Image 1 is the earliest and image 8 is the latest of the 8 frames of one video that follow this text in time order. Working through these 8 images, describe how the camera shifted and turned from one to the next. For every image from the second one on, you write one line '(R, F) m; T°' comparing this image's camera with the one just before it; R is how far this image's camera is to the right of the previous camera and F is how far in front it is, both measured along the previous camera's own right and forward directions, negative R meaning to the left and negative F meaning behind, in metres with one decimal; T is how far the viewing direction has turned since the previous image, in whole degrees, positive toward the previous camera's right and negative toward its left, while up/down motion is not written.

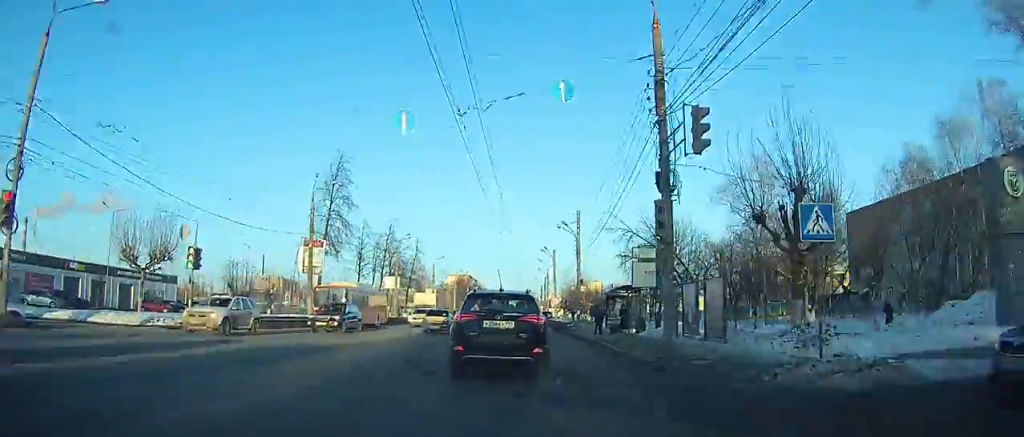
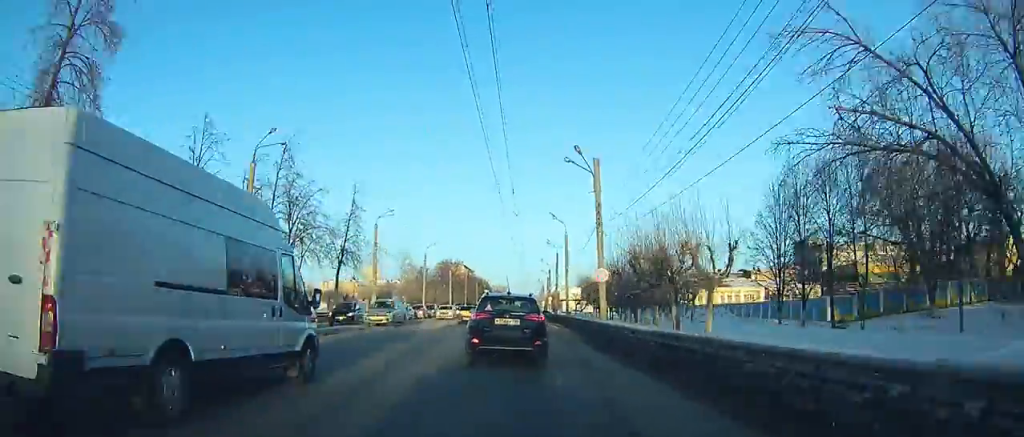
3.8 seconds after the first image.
(+3.7, +41.7) m; +3°
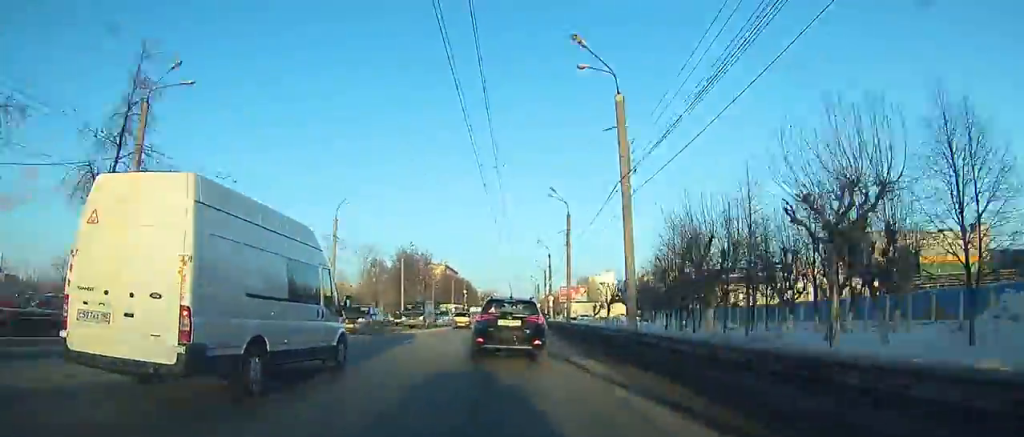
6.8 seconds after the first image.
(-1.7, +36.7) m; -2°
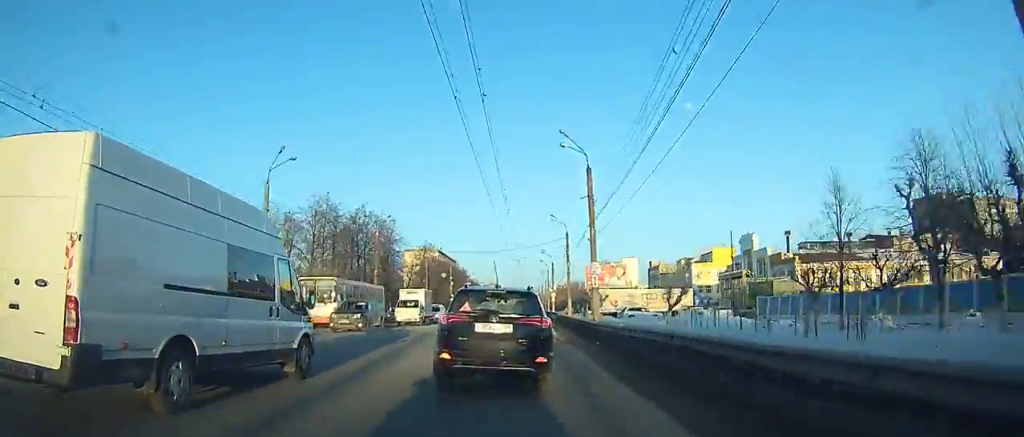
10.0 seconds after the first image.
(+0.2, +42.6) m; 0°
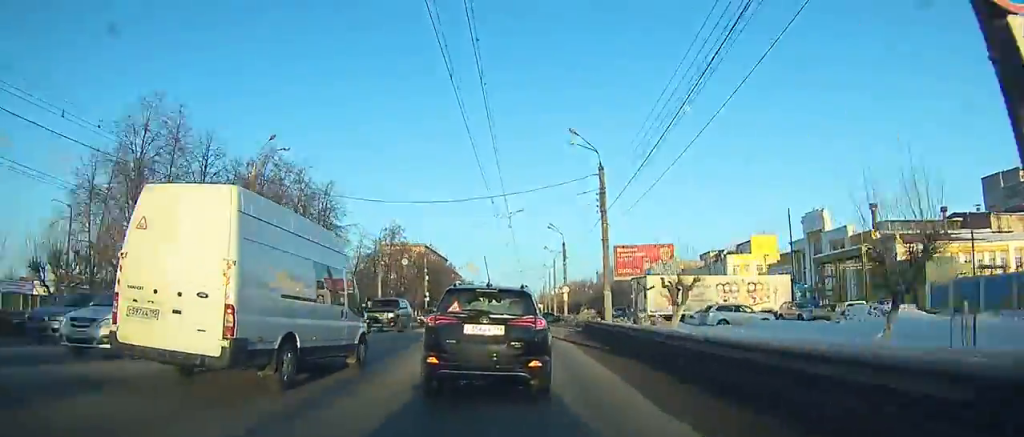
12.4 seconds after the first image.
(-0.2, +33.4) m; -1°
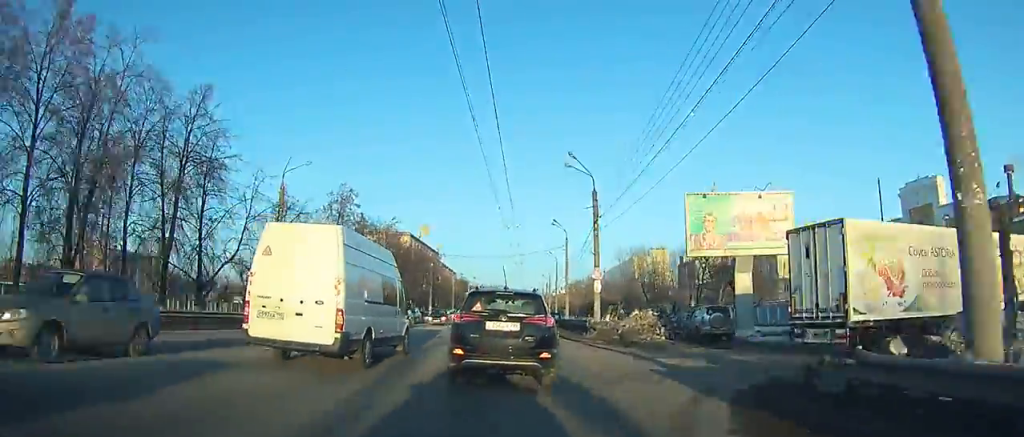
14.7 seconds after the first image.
(-0.1, +33.4) m; 0°
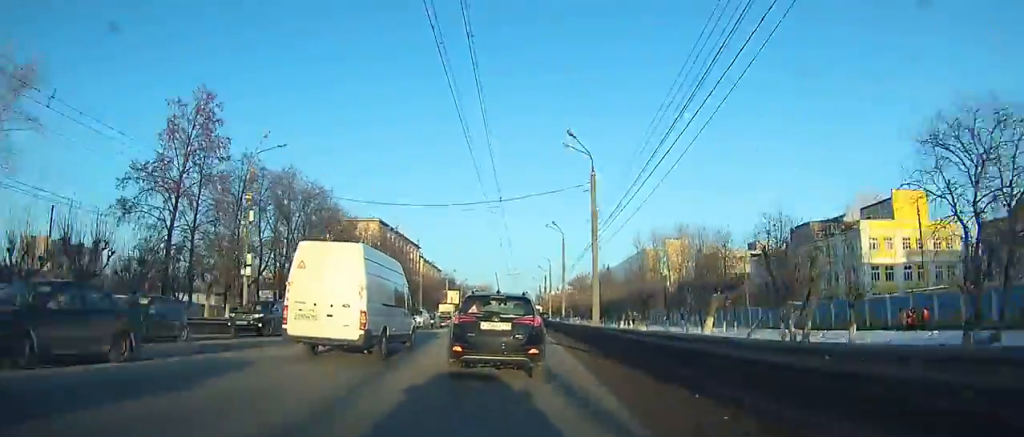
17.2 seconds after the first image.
(+0.2, +37.5) m; 0°
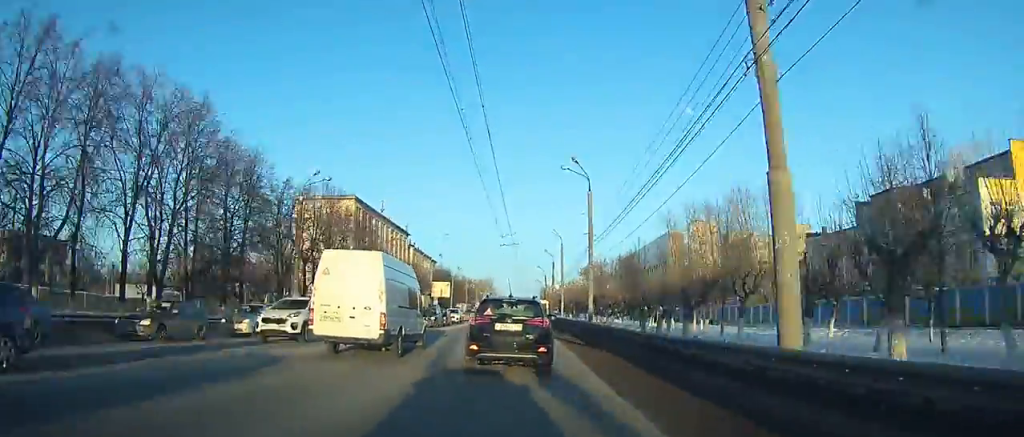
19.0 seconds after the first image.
(+0.1, +27.2) m; 0°
